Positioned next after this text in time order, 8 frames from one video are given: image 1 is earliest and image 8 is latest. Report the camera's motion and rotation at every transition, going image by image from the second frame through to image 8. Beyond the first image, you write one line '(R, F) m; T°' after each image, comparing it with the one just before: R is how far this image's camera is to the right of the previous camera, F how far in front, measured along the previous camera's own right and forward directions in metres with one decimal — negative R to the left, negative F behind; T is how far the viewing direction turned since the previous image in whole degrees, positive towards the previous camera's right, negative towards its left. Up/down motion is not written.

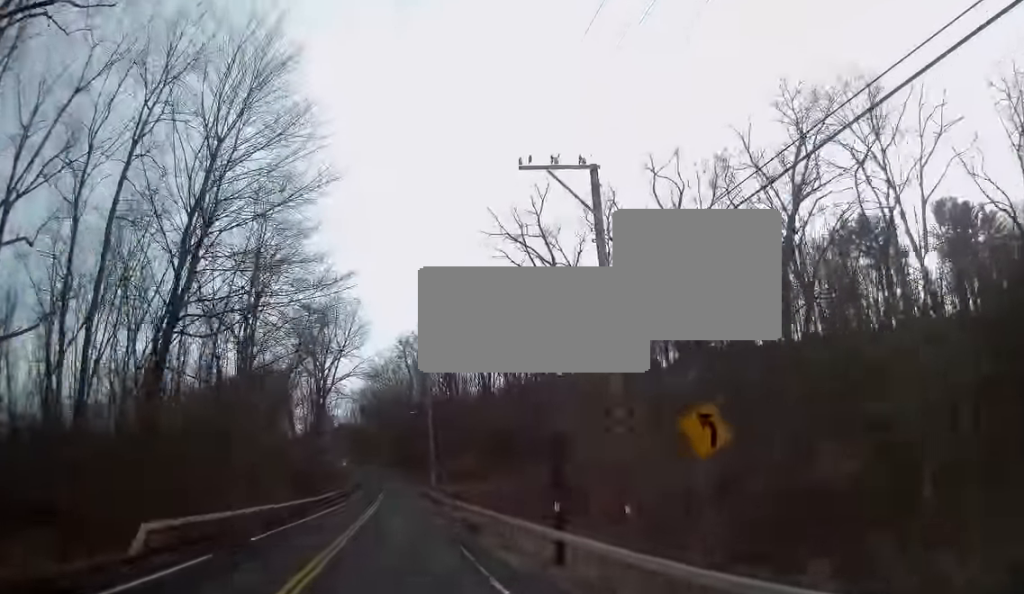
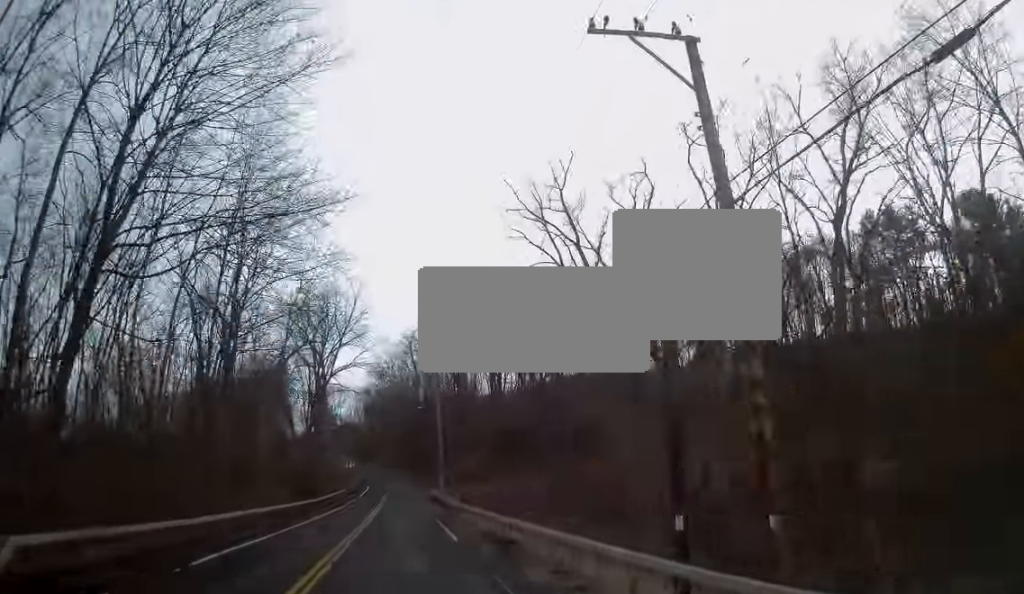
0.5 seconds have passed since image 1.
(-0.1, +6.8) m; -1°
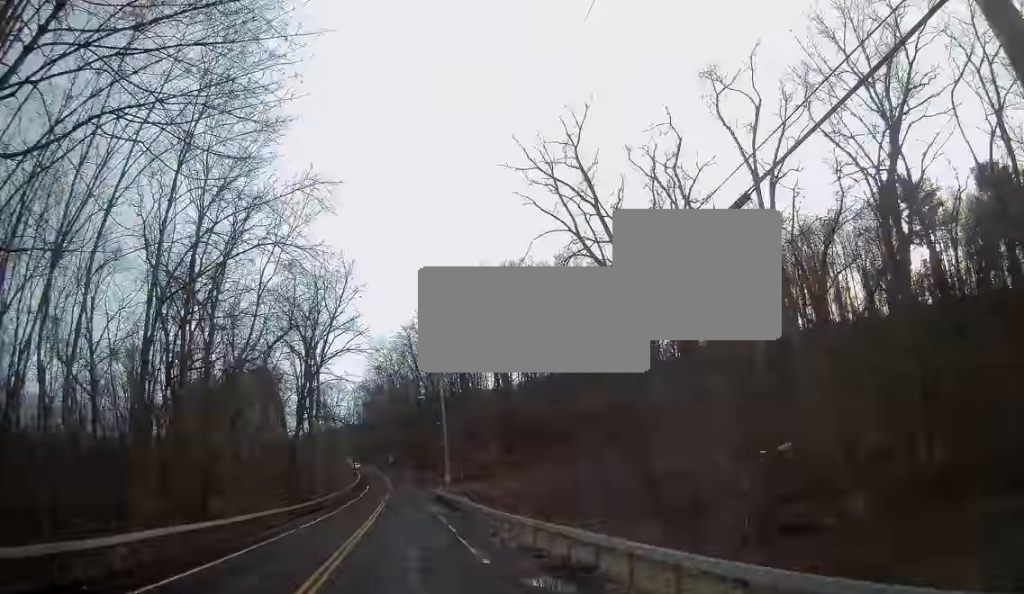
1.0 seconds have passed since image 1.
(0.0, +7.3) m; 0°
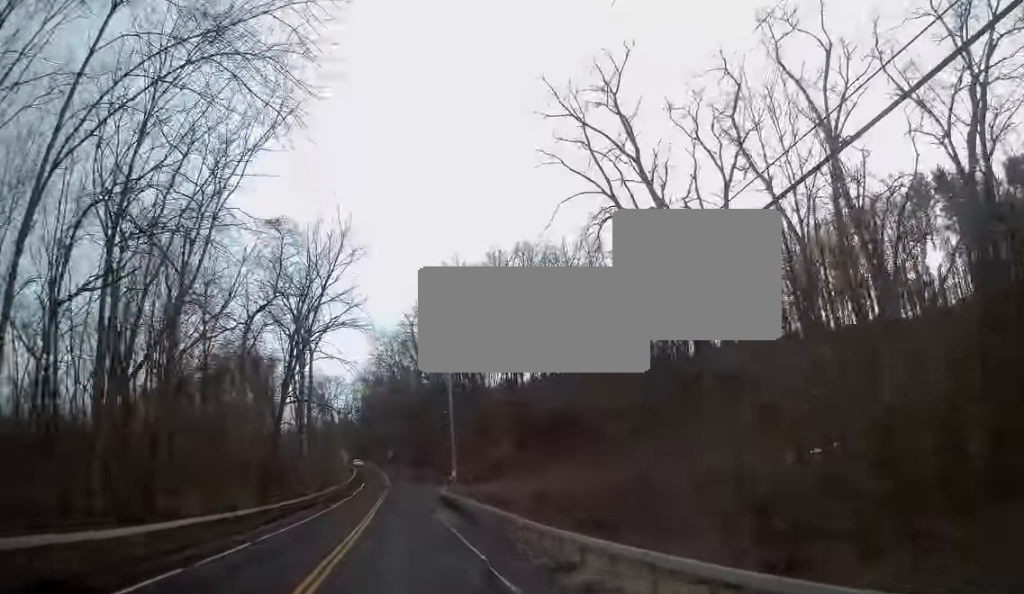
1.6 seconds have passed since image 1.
(0.0, +8.8) m; 0°
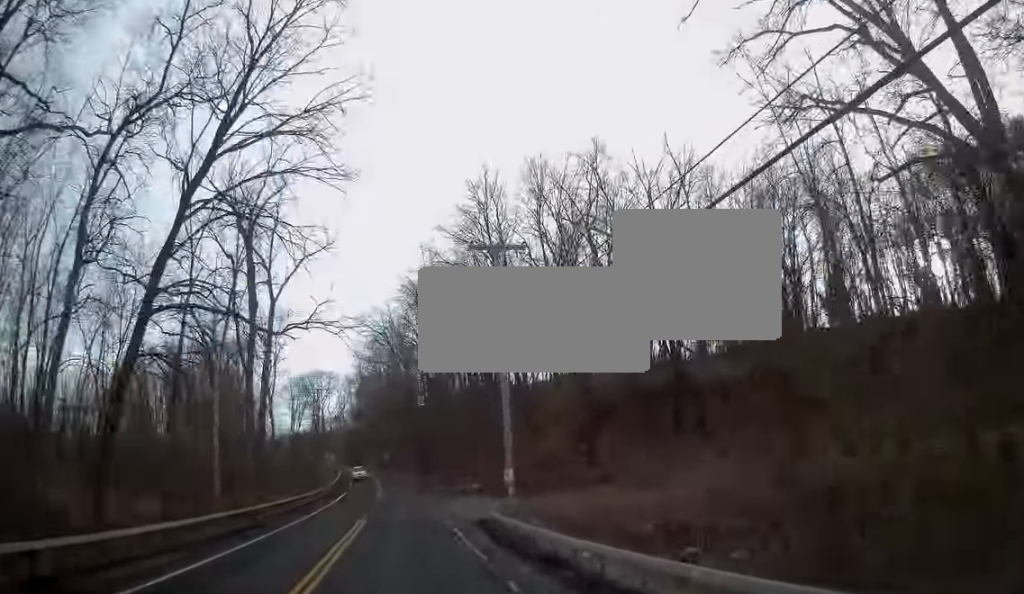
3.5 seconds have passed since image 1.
(0.0, +27.6) m; +1°
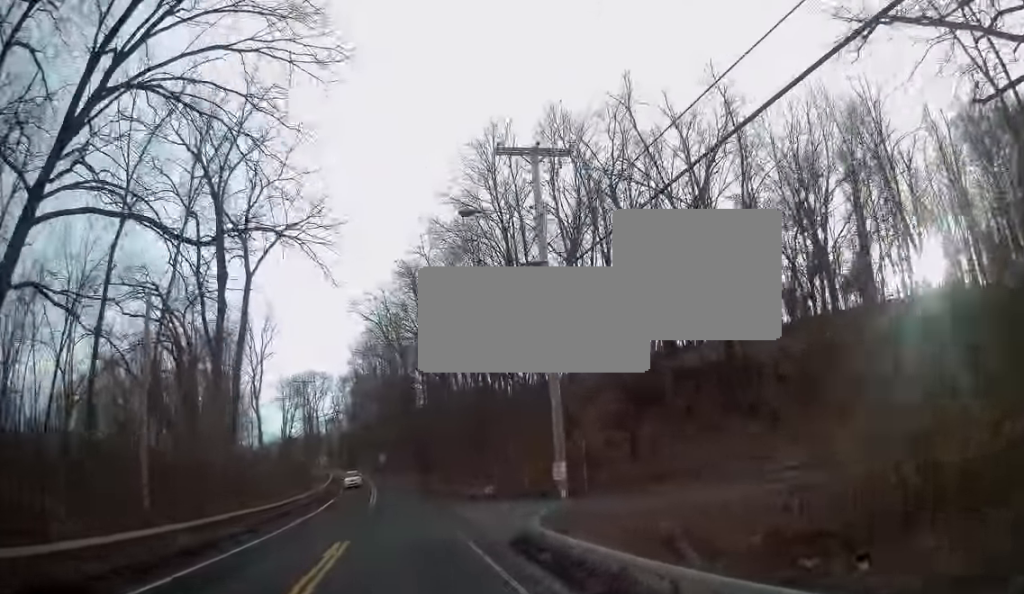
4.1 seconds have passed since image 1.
(+0.1, +8.5) m; 0°
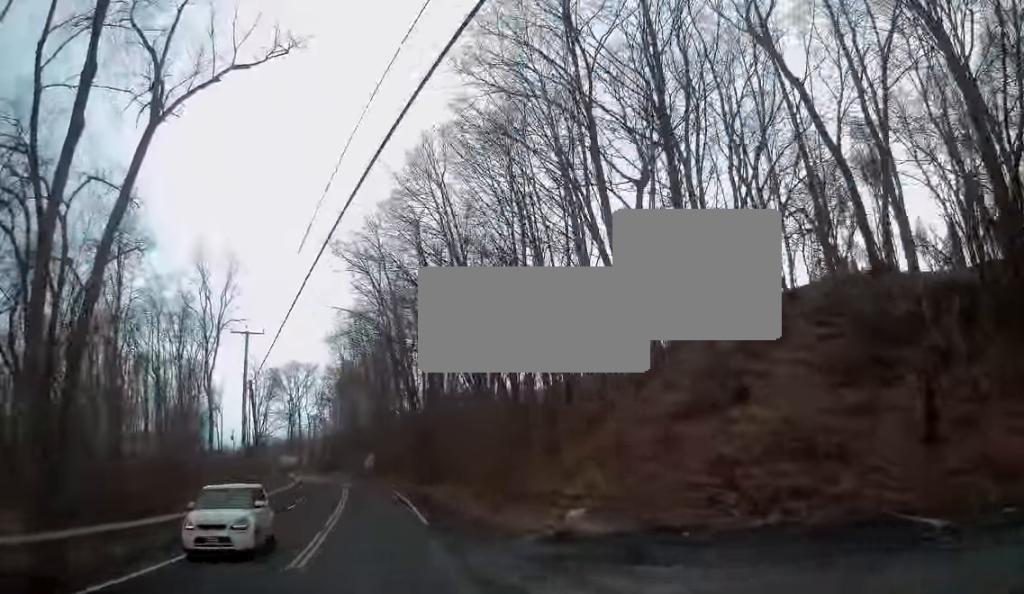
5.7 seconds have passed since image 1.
(-0.1, +23.2) m; 0°
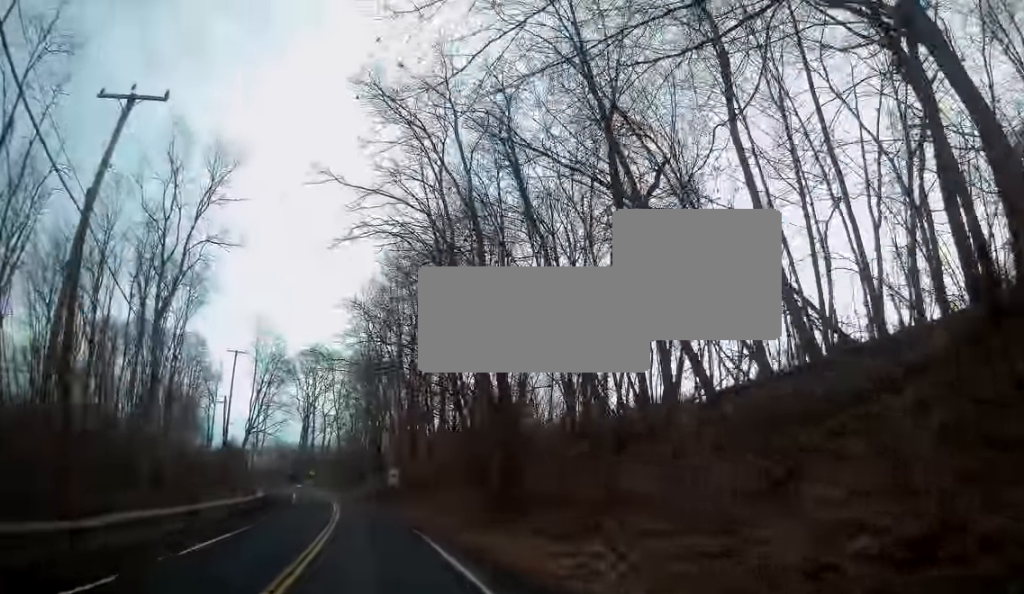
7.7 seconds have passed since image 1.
(-0.7, +28.2) m; -4°
